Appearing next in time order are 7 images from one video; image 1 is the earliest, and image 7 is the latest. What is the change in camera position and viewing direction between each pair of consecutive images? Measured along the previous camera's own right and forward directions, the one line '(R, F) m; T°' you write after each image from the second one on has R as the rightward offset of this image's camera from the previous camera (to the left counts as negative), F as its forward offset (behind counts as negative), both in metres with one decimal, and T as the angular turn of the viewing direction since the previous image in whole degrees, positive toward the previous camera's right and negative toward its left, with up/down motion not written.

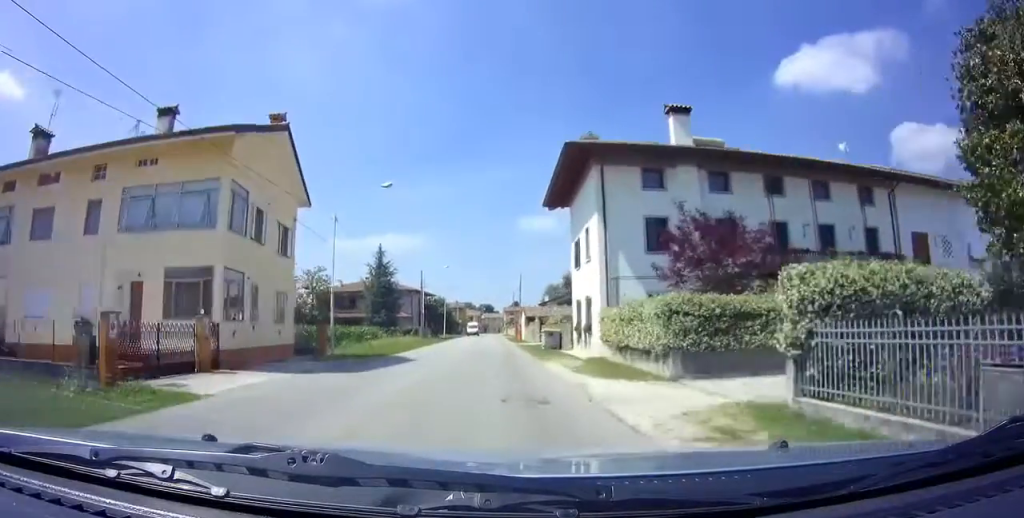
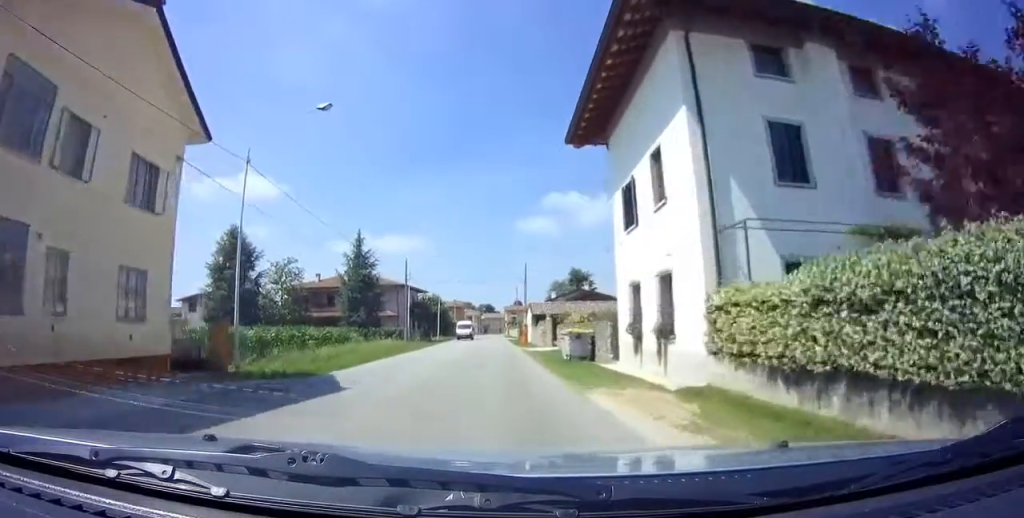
(+0.1, +9.8) m; 0°
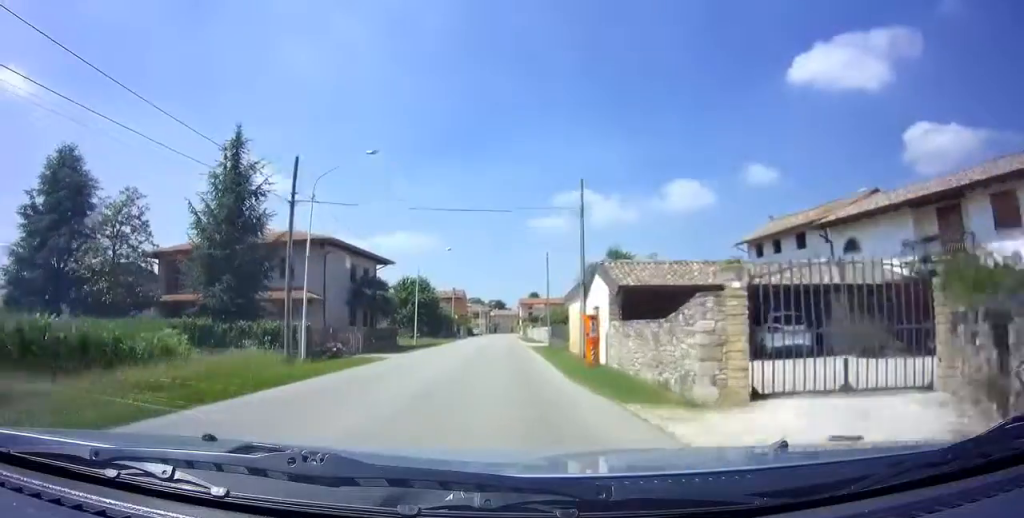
(-0.1, +28.8) m; 0°
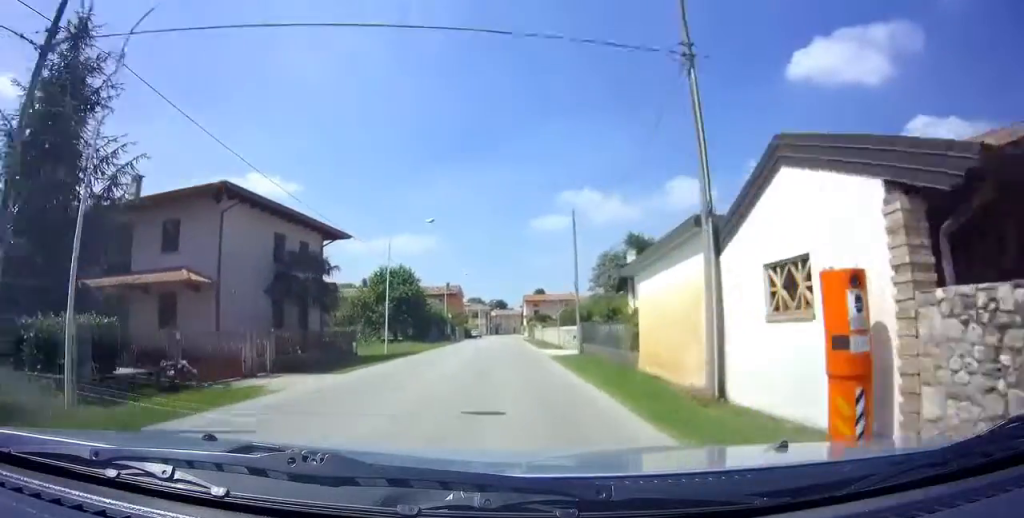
(-0.1, +13.2) m; 0°
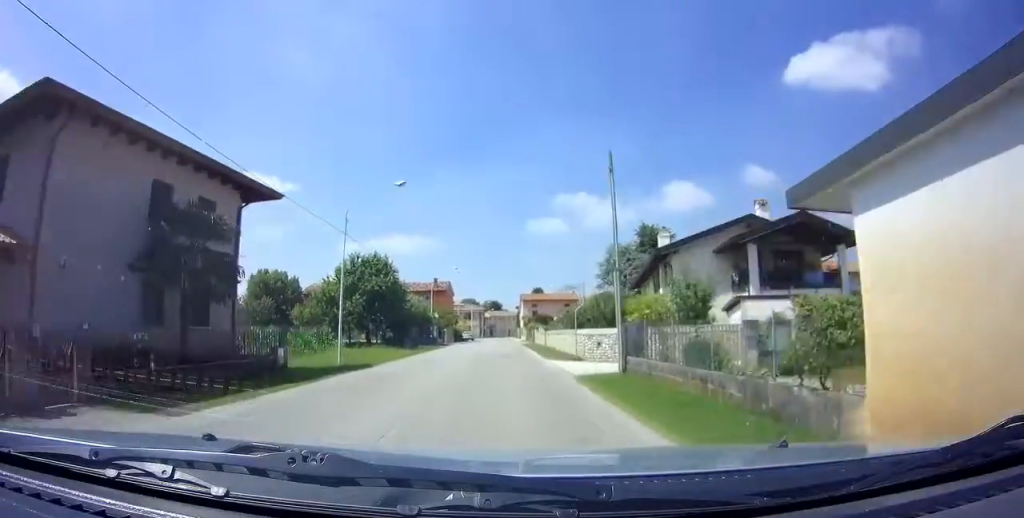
(0.0, +9.1) m; +1°
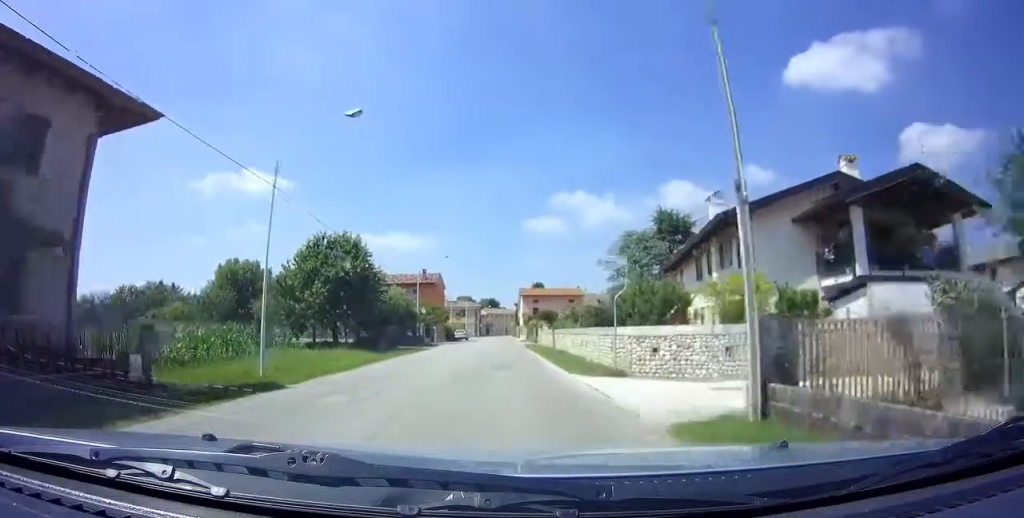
(+0.1, +8.3) m; 0°
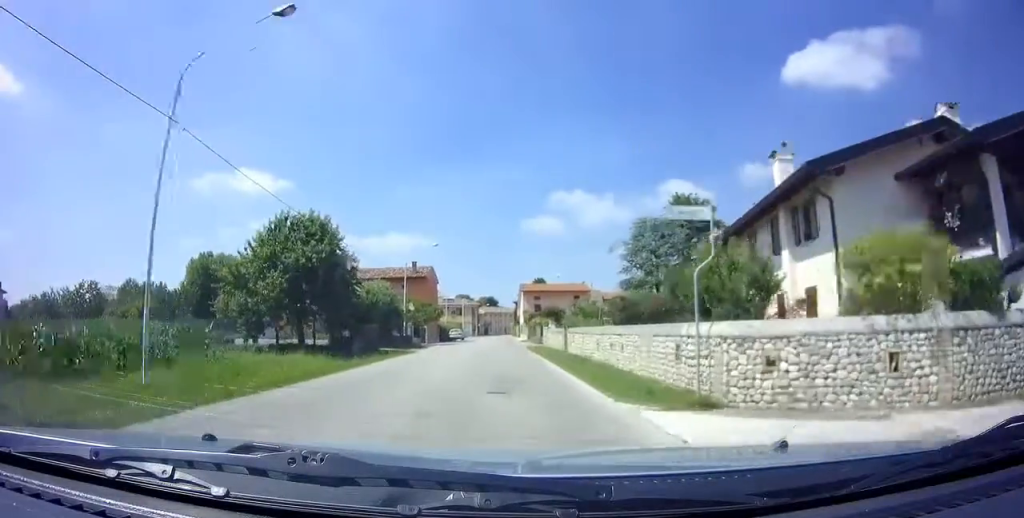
(-0.1, +6.3) m; 0°
